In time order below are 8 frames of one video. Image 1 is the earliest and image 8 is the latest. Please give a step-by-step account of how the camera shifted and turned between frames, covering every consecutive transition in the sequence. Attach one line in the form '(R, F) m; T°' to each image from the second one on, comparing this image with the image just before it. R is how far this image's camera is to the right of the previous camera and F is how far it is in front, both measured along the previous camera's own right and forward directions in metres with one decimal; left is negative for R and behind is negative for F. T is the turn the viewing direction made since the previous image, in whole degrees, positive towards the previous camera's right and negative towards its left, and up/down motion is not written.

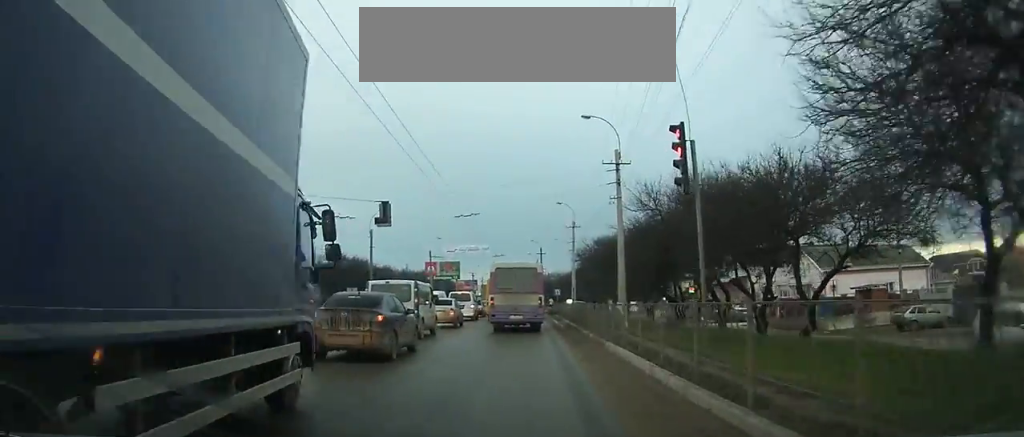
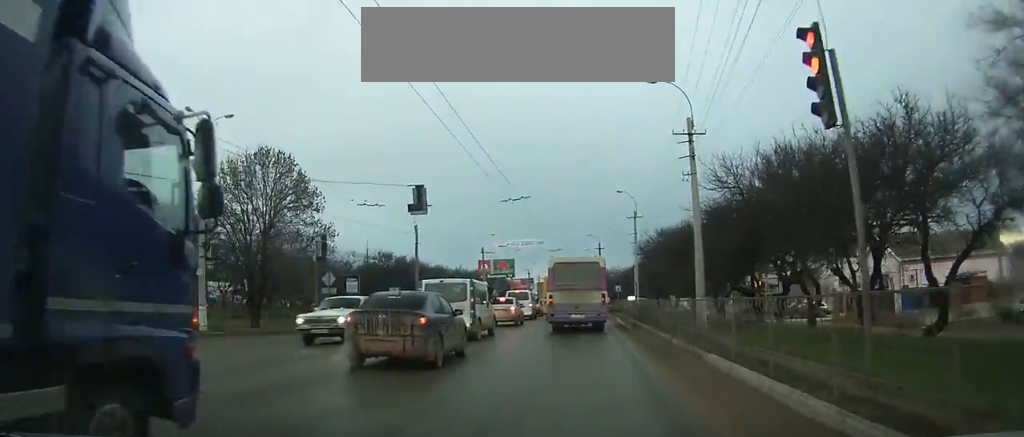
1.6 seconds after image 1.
(-0.1, +3.7) m; -1°
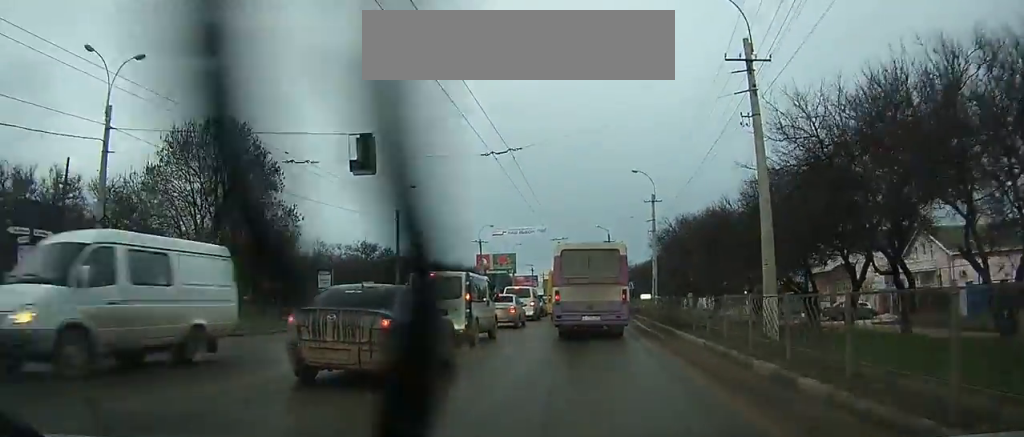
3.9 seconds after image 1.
(0.0, +5.8) m; 0°
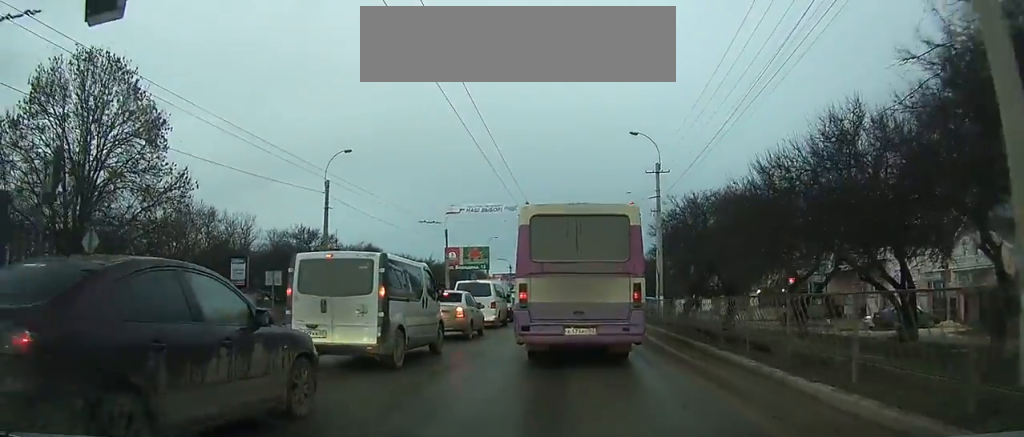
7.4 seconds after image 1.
(0.0, +8.2) m; +1°
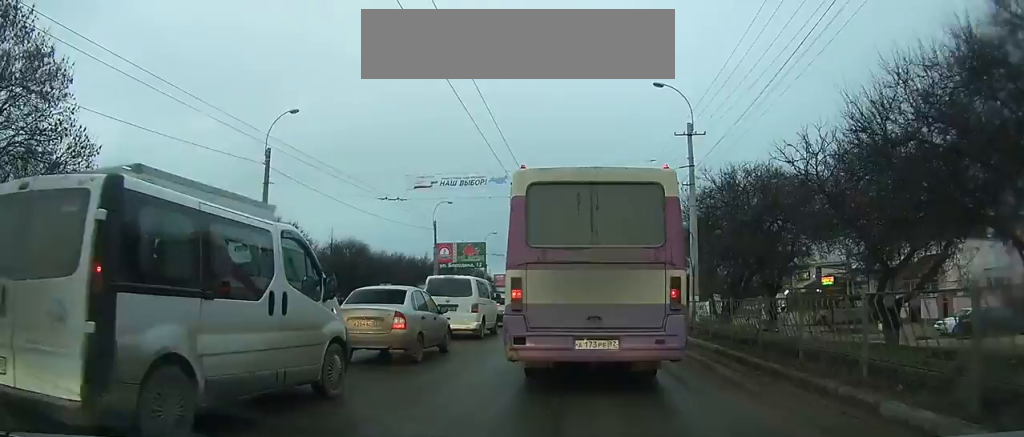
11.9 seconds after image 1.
(+0.3, +8.0) m; +3°
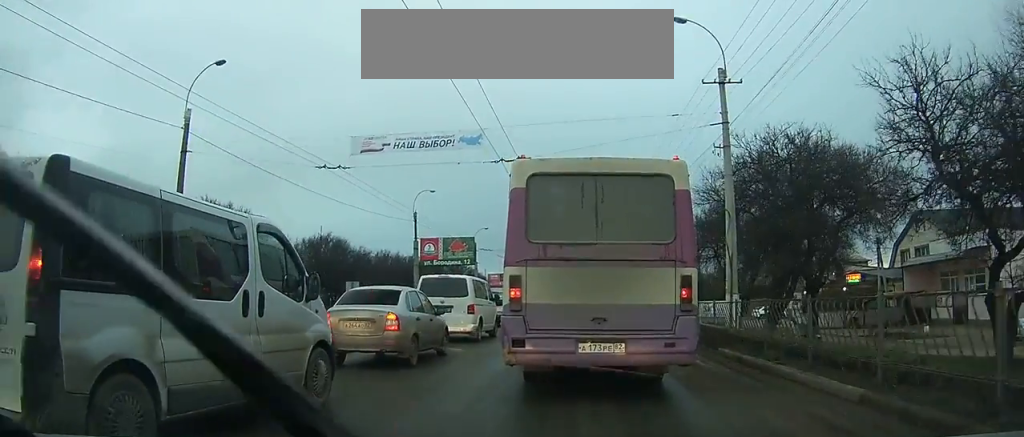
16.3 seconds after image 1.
(+0.2, +7.0) m; +1°
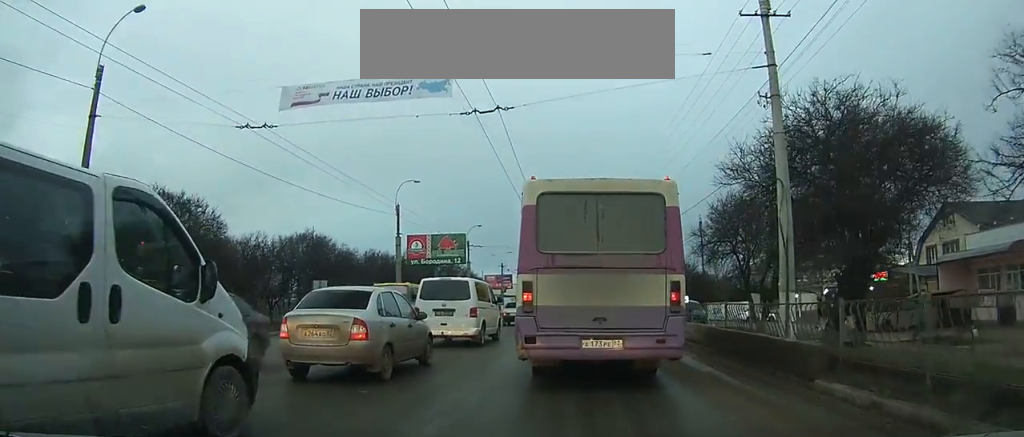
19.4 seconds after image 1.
(-0.1, +5.8) m; 0°
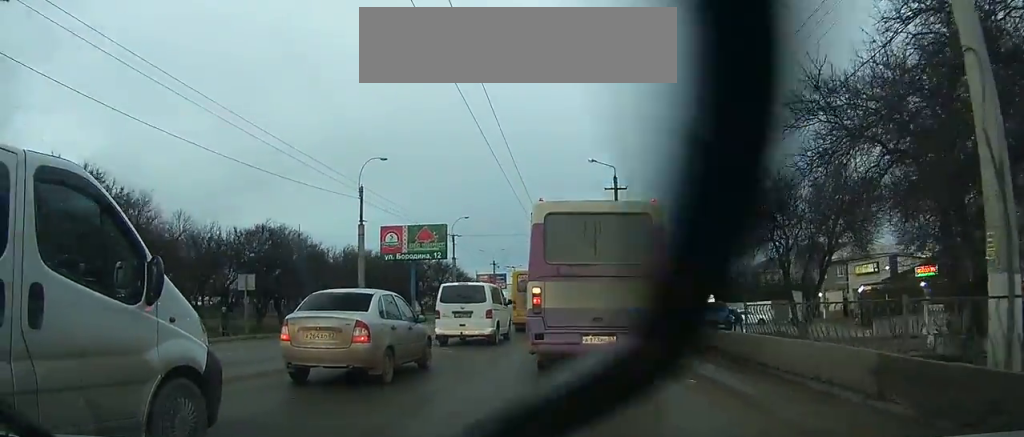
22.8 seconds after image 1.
(+0.1, +7.7) m; -2°
